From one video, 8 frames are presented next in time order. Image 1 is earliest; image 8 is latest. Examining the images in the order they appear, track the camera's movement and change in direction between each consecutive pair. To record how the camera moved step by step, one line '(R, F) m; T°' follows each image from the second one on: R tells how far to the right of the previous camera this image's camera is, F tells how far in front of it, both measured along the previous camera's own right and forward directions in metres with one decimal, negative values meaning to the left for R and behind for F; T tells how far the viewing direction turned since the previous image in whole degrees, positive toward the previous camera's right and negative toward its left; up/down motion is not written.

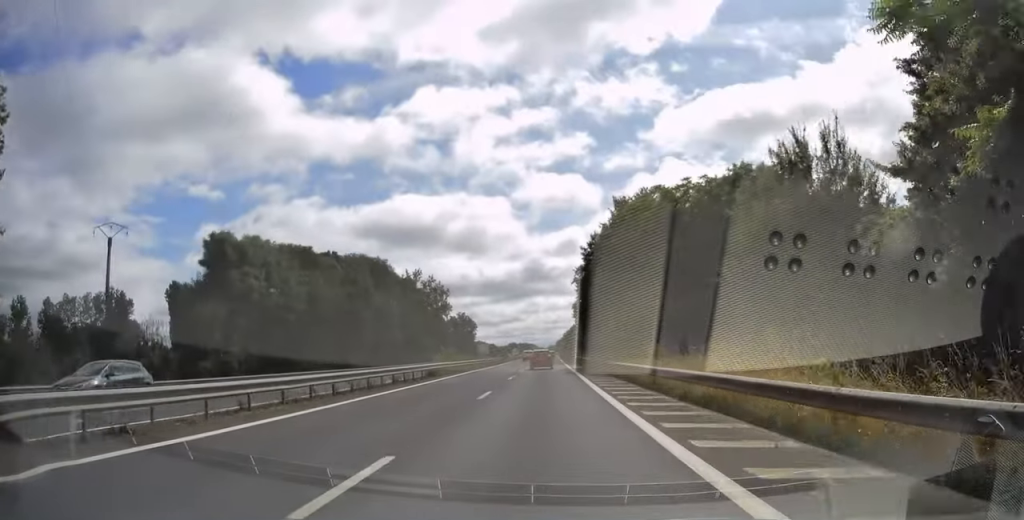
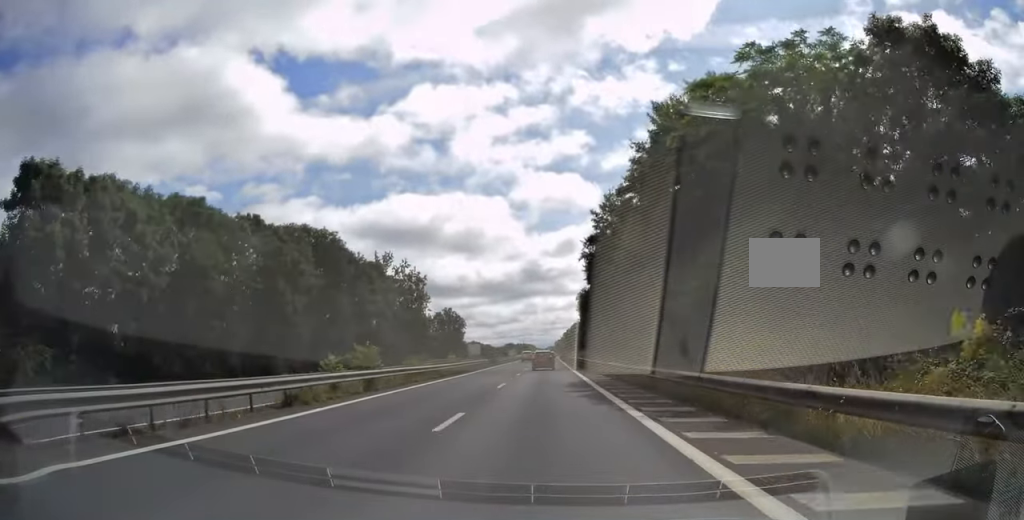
(0.0, +20.1) m; 0°
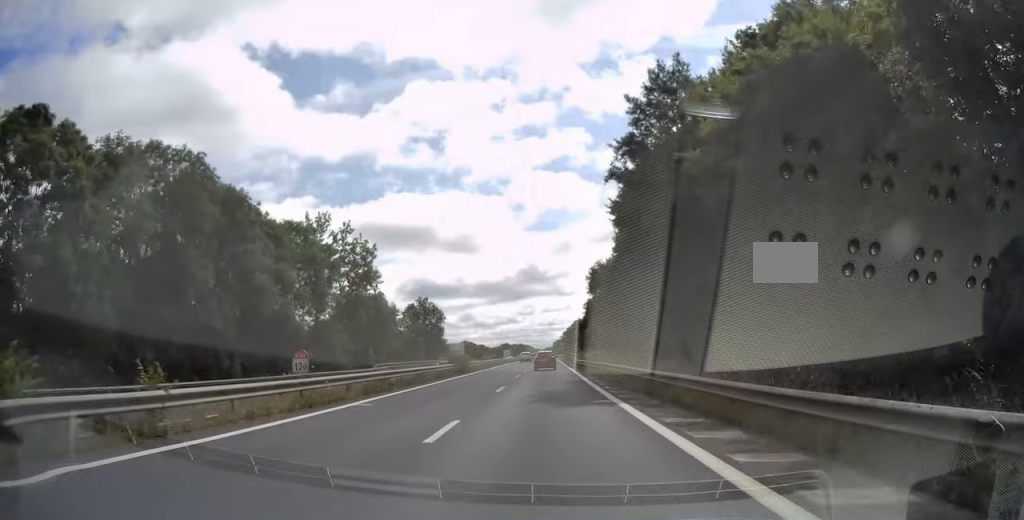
(0.0, +26.9) m; 0°
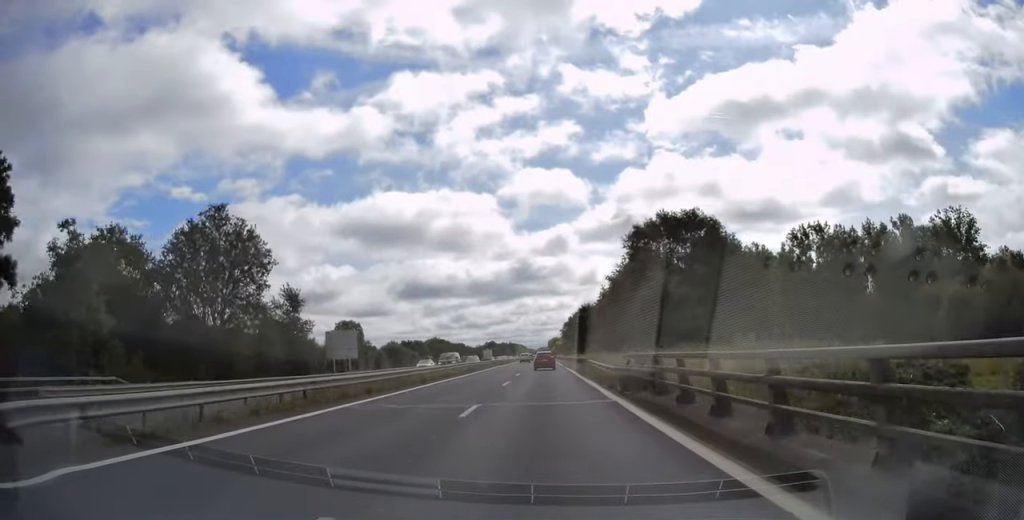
(+0.7, +73.1) m; +1°
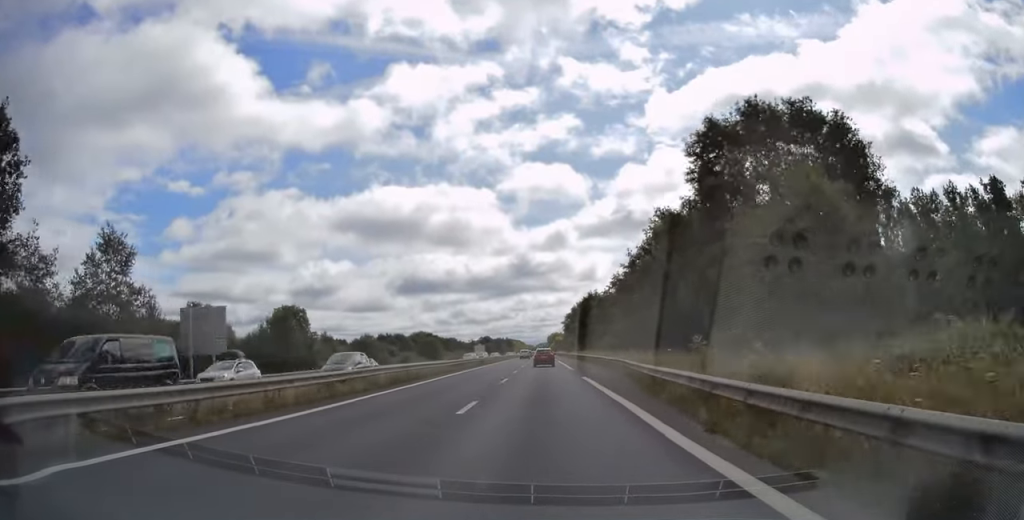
(-0.2, +25.6) m; 0°
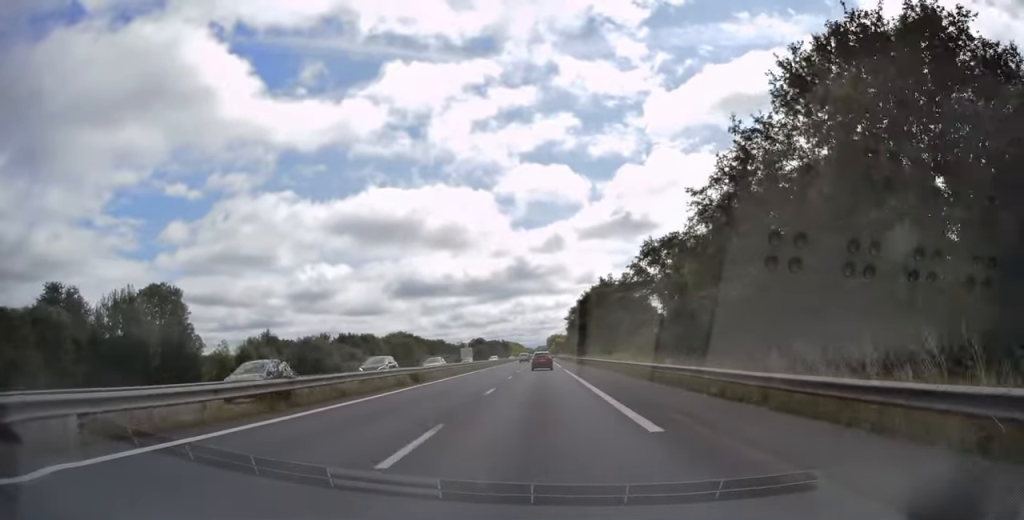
(+0.3, +31.6) m; 0°
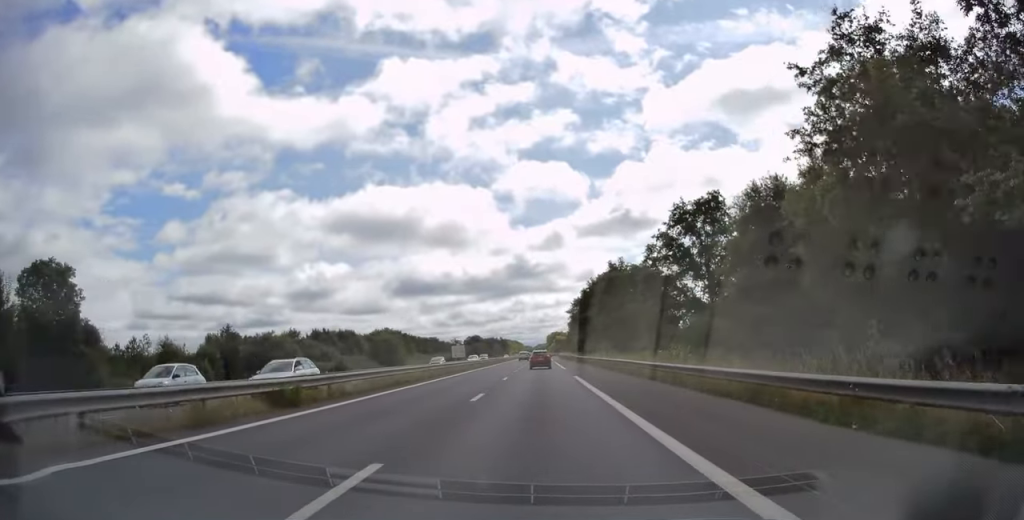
(-0.2, +15.9) m; 0°
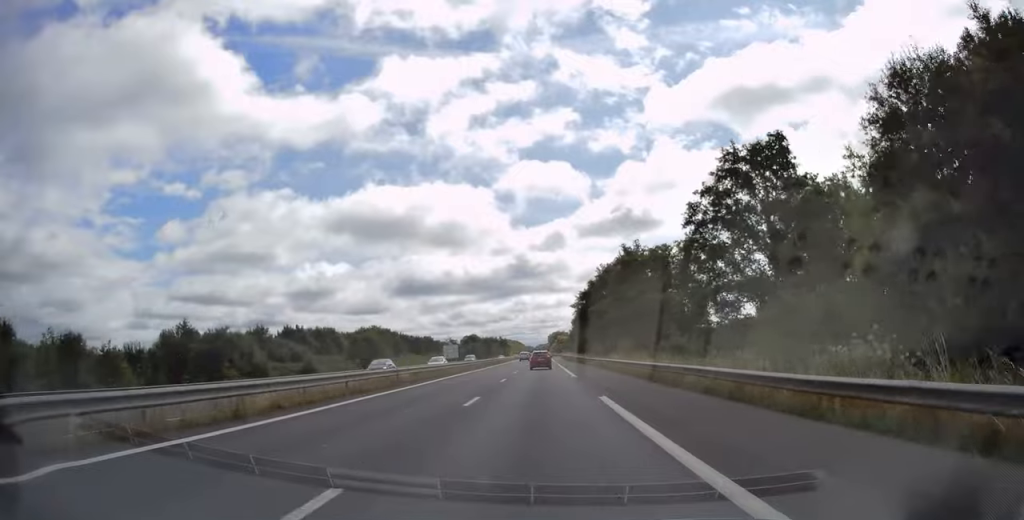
(-0.2, +14.1) m; 0°
